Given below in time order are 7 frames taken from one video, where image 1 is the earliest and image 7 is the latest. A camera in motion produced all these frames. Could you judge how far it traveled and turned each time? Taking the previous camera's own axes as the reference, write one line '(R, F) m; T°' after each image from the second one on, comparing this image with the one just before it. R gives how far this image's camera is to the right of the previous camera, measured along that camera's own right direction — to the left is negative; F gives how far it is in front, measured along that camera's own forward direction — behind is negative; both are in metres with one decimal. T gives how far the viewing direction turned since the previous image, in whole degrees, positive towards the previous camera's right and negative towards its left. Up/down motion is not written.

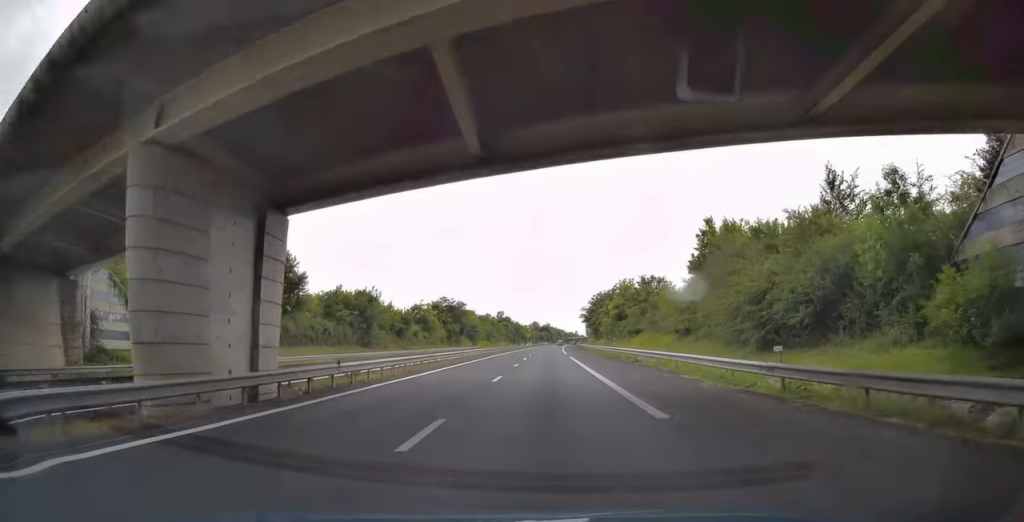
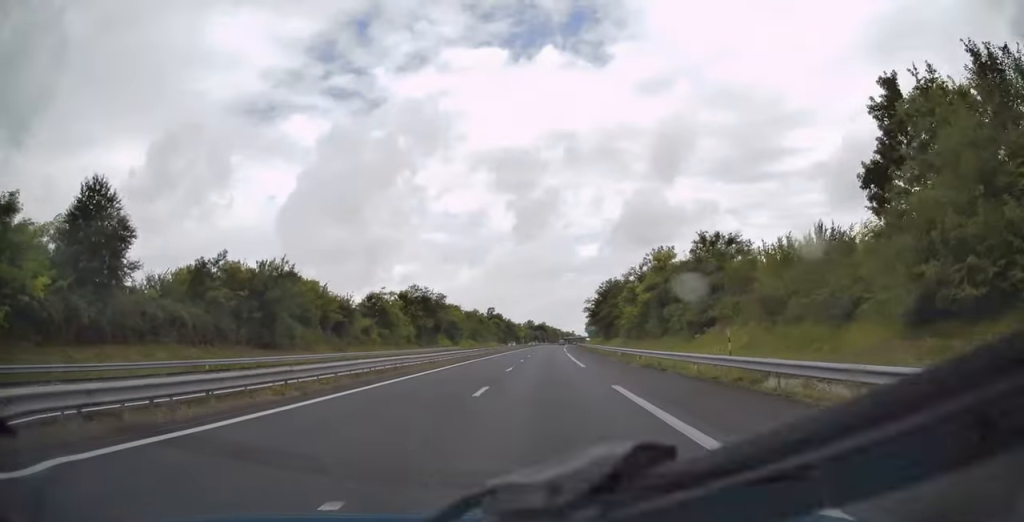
(+0.2, +31.6) m; +1°
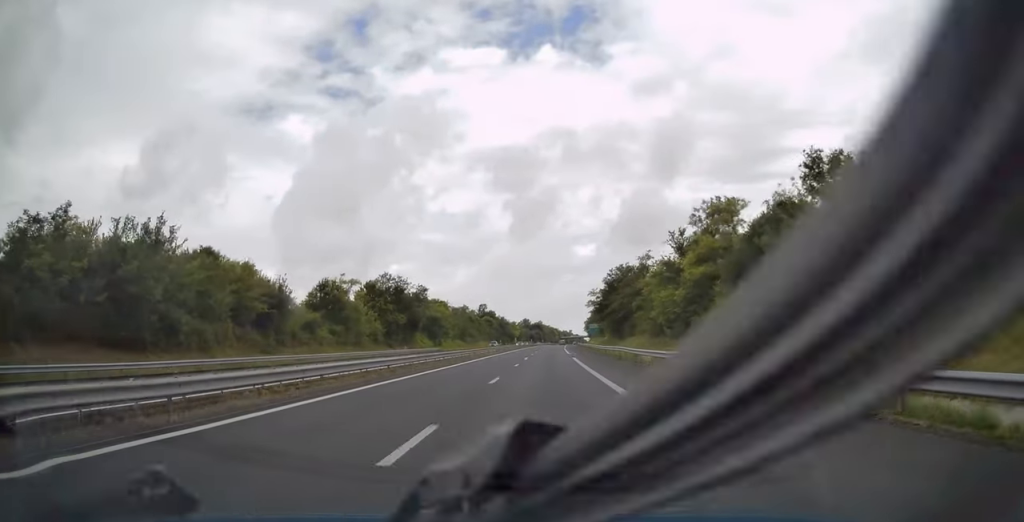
(0.0, +21.4) m; +1°
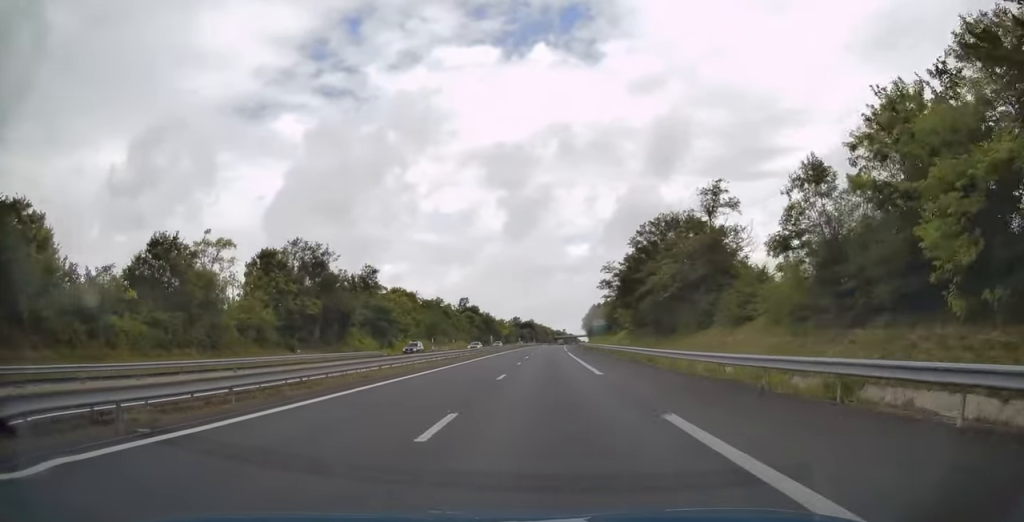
(+0.4, +37.5) m; +1°
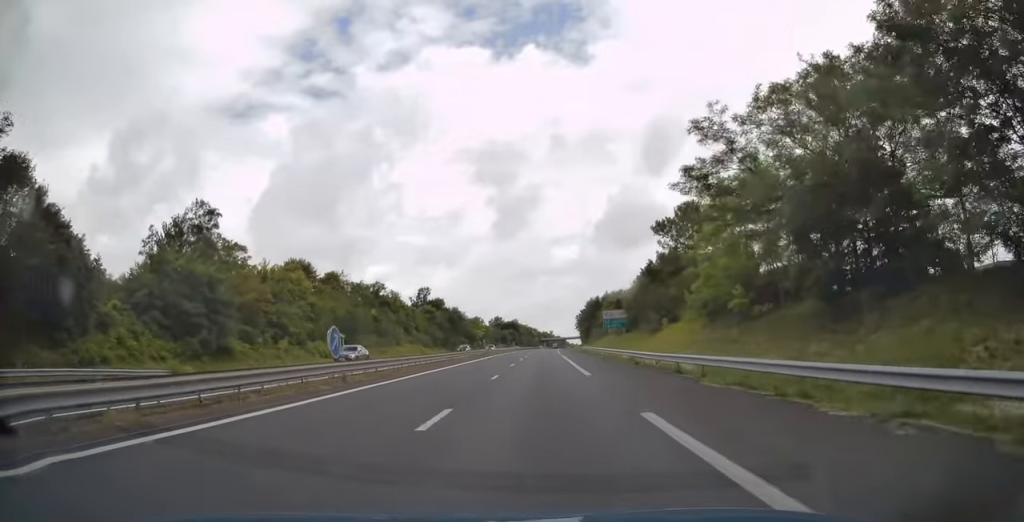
(+0.2, +50.9) m; +1°
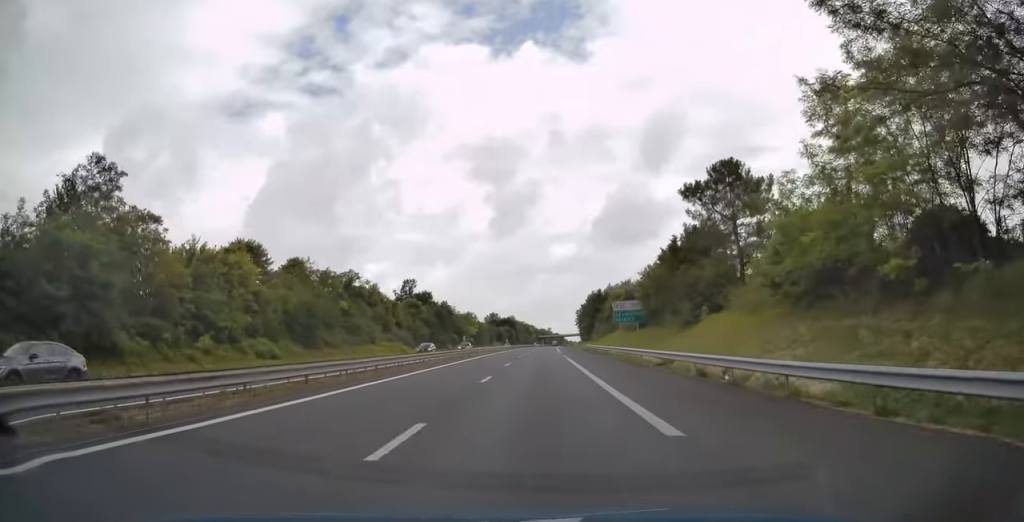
(+0.1, +15.6) m; 0°
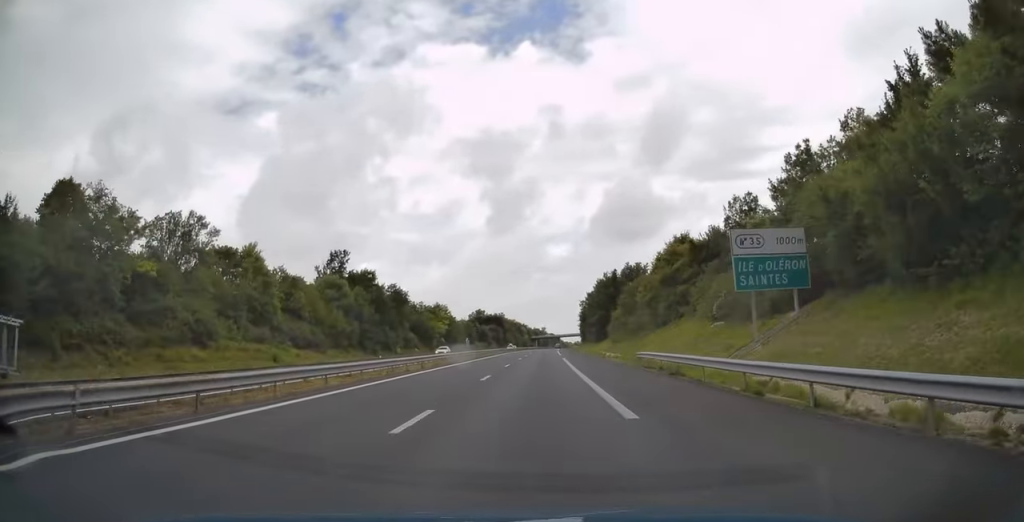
(+0.3, +49.9) m; +1°
